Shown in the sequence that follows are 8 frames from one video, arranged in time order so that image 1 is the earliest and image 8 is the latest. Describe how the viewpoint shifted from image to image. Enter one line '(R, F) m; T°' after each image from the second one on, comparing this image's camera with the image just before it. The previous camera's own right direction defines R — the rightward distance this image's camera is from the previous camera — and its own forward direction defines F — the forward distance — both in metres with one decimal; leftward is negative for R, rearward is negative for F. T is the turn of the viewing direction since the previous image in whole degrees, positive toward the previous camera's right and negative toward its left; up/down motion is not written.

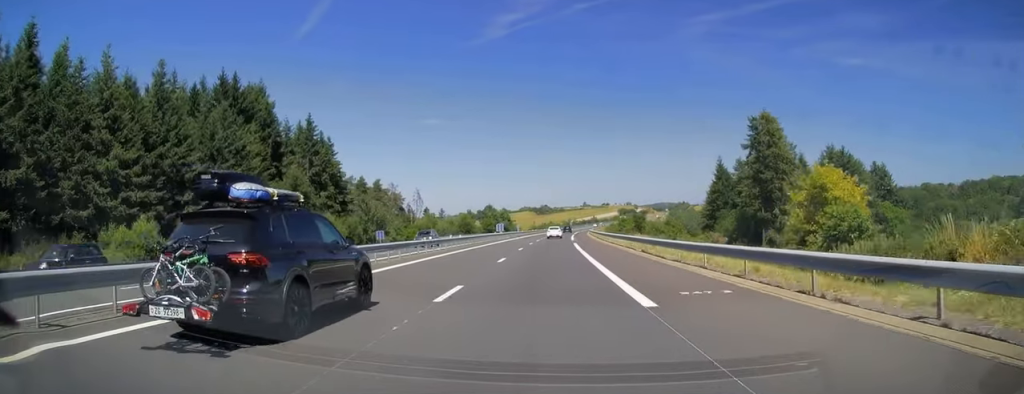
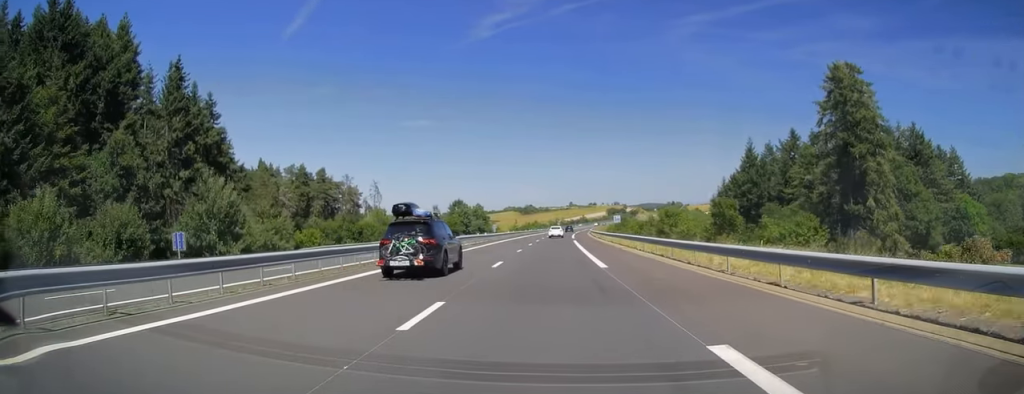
(+0.4, +42.5) m; +2°
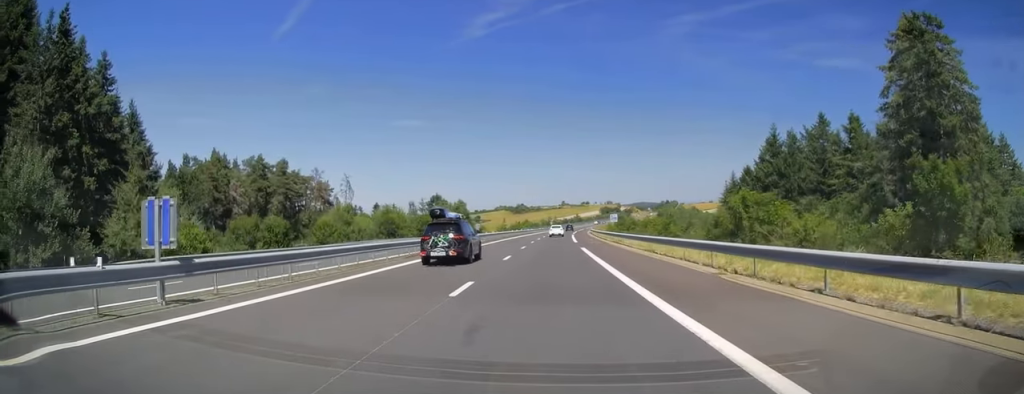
(+0.1, +22.3) m; +1°
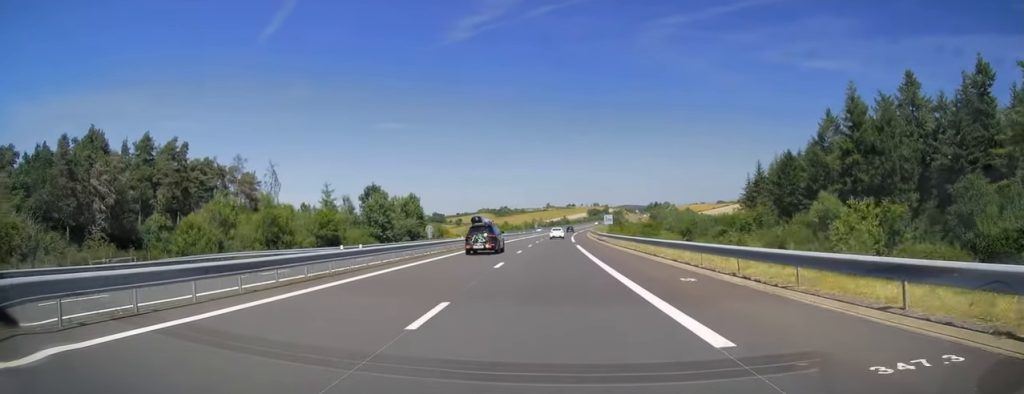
(+0.8, +42.9) m; +2°
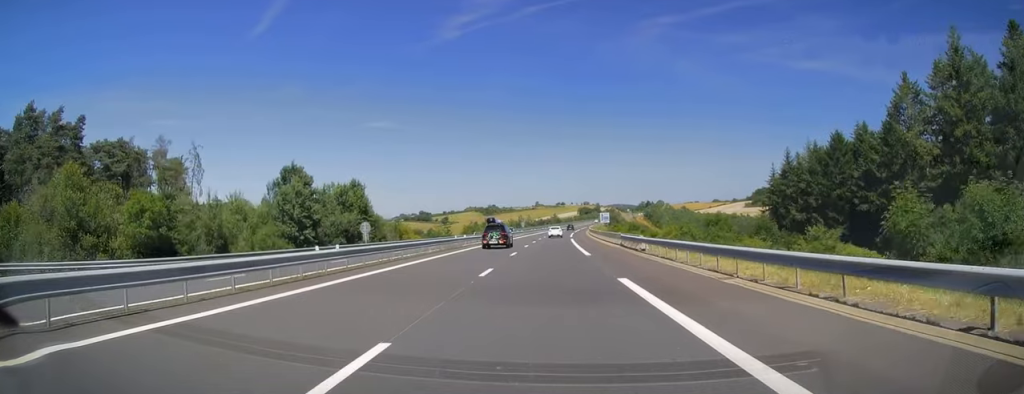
(+0.1, +29.9) m; +1°
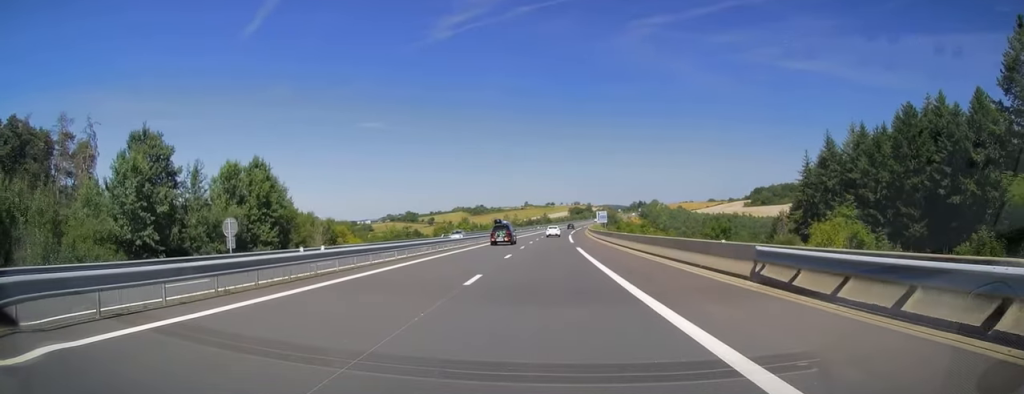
(+0.1, +28.5) m; +1°
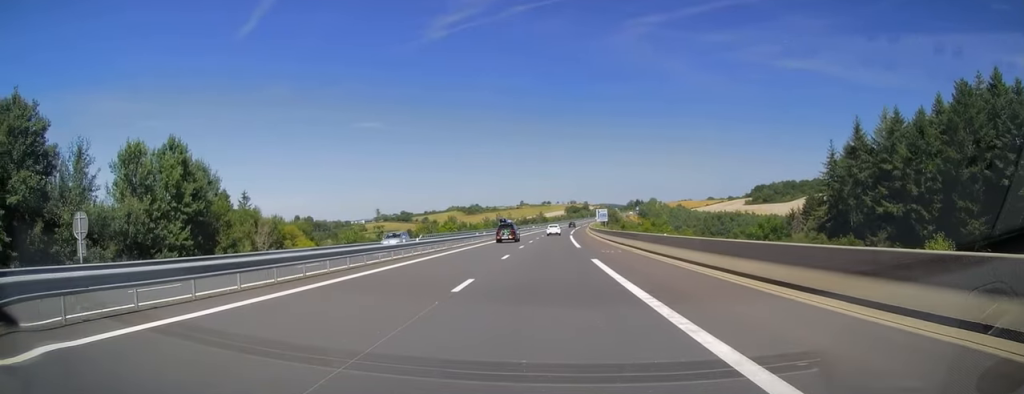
(+0.2, +14.8) m; +1°
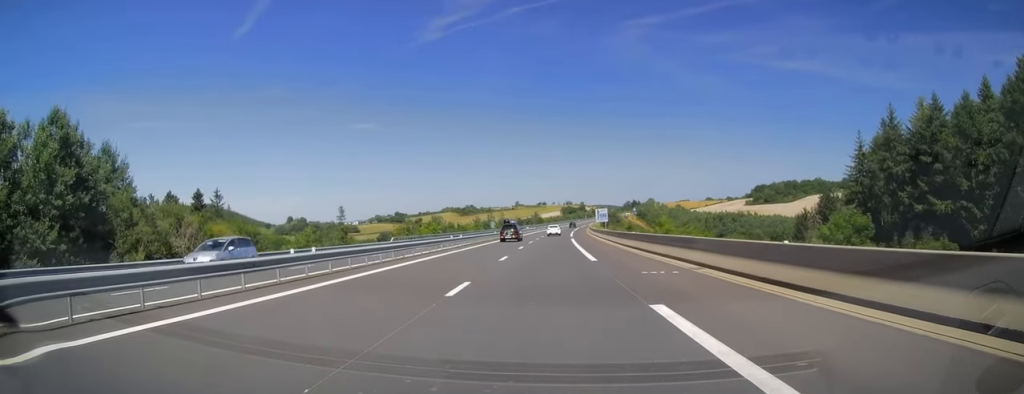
(+0.1, +13.8) m; 0°
